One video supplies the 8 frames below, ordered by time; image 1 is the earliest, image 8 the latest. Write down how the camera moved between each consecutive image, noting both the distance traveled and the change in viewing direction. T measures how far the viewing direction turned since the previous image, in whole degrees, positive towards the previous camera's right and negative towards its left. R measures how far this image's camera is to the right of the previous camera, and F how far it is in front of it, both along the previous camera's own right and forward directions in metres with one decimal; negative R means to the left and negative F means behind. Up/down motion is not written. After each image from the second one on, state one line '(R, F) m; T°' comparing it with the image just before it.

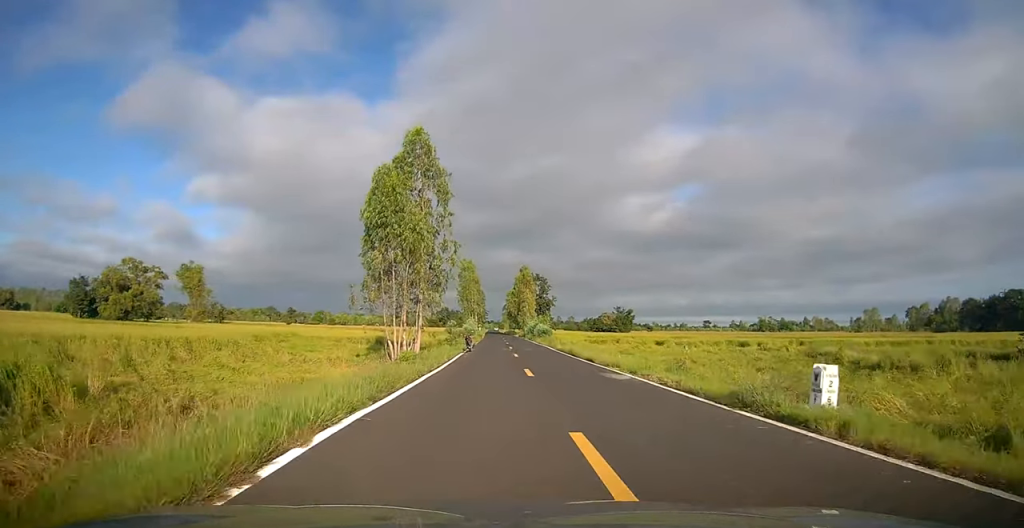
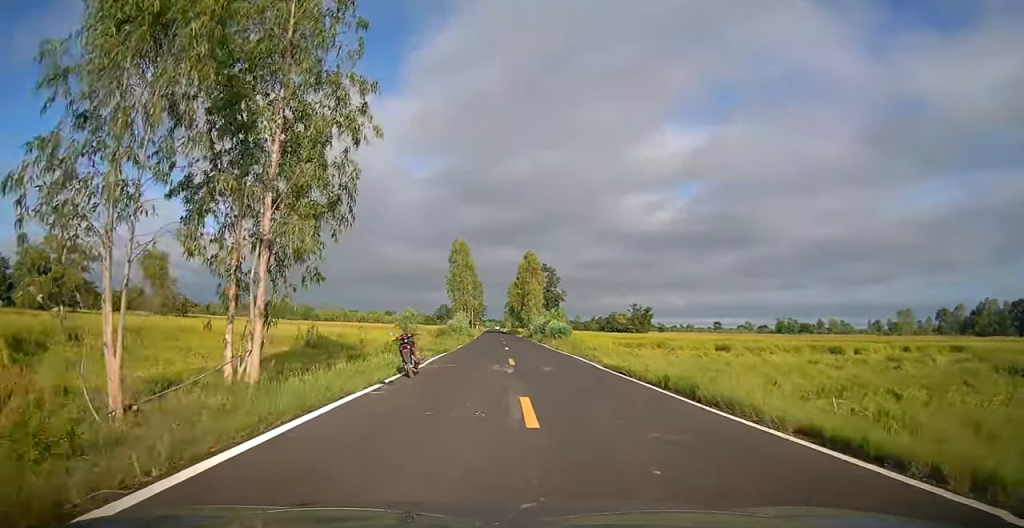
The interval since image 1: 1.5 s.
(+0.3, +20.6) m; 0°
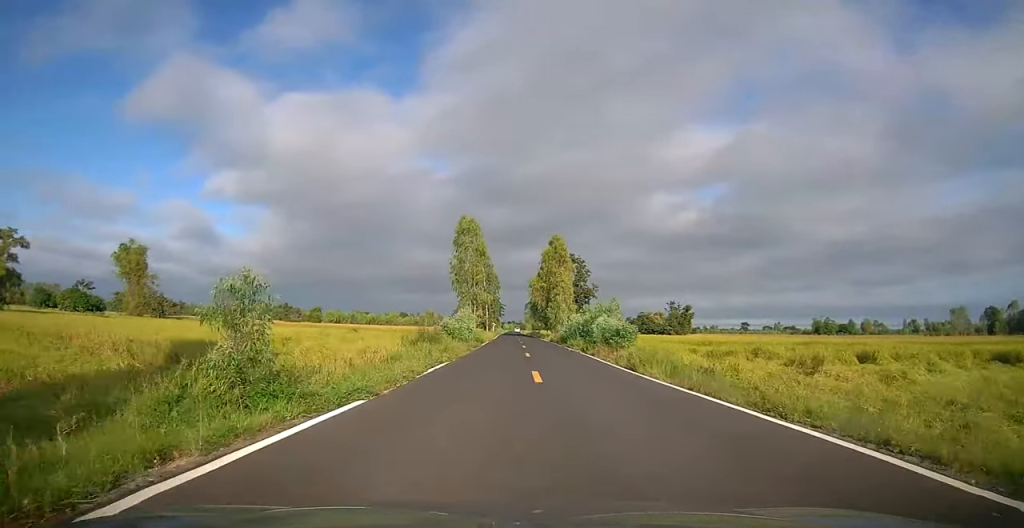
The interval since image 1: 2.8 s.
(-0.5, +18.6) m; -2°
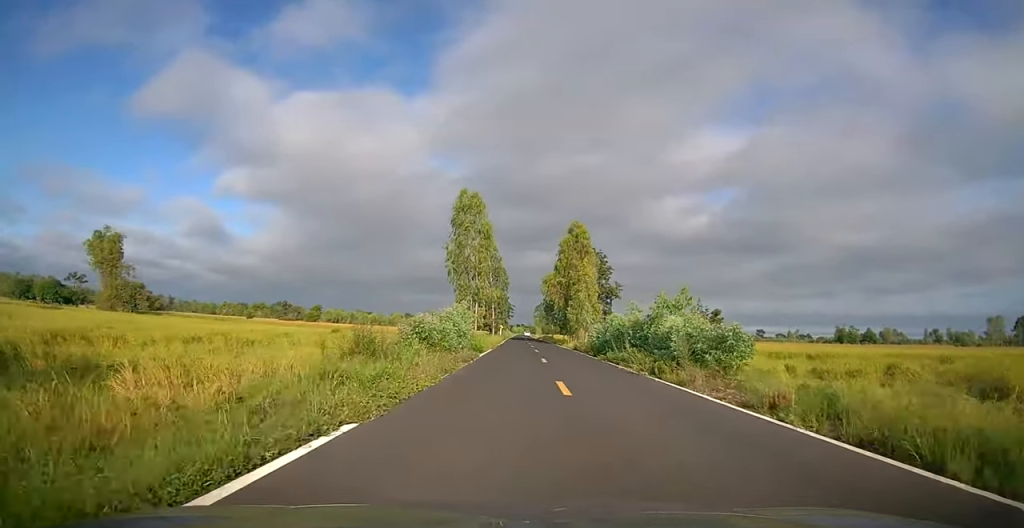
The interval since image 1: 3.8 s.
(-0.1, +13.6) m; 0°
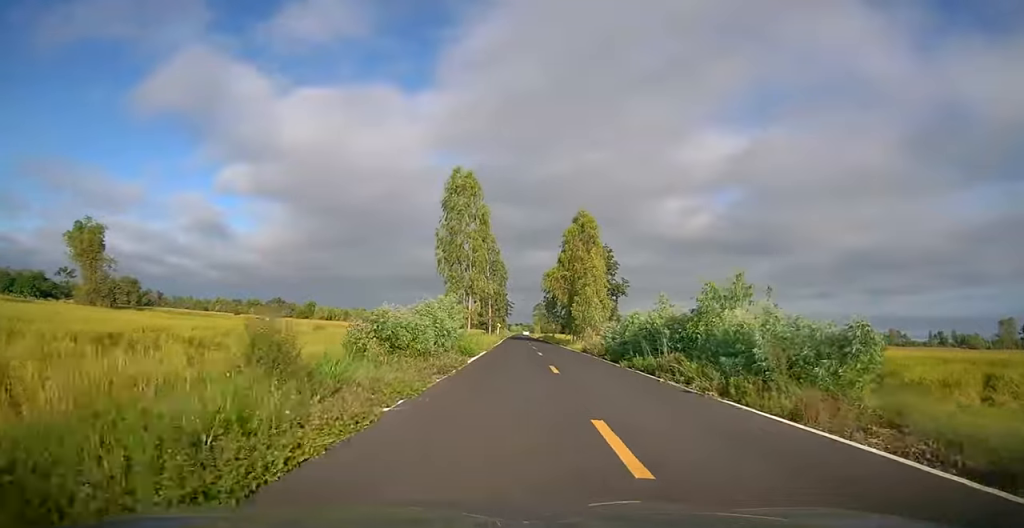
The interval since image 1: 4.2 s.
(-0.2, +6.3) m; 0°
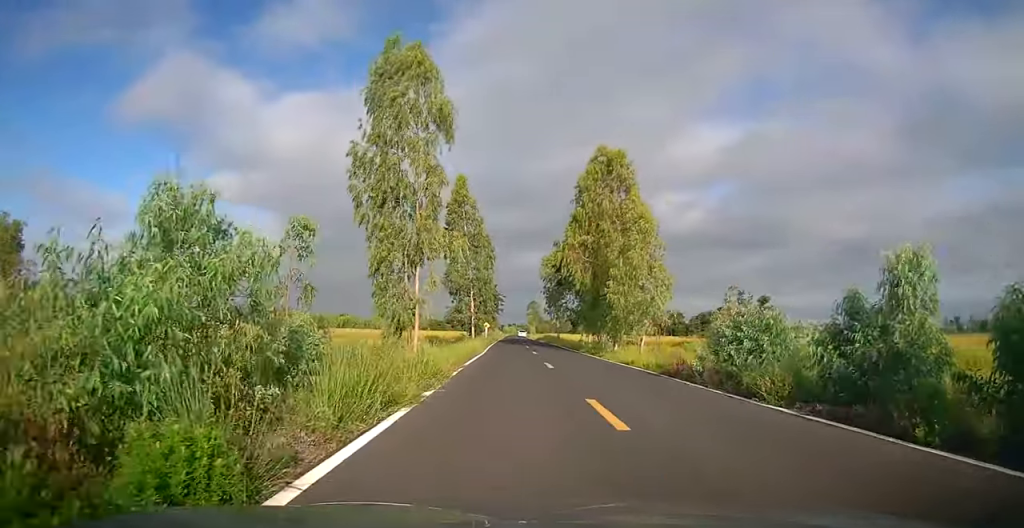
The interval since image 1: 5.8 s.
(+0.3, +21.8) m; 0°
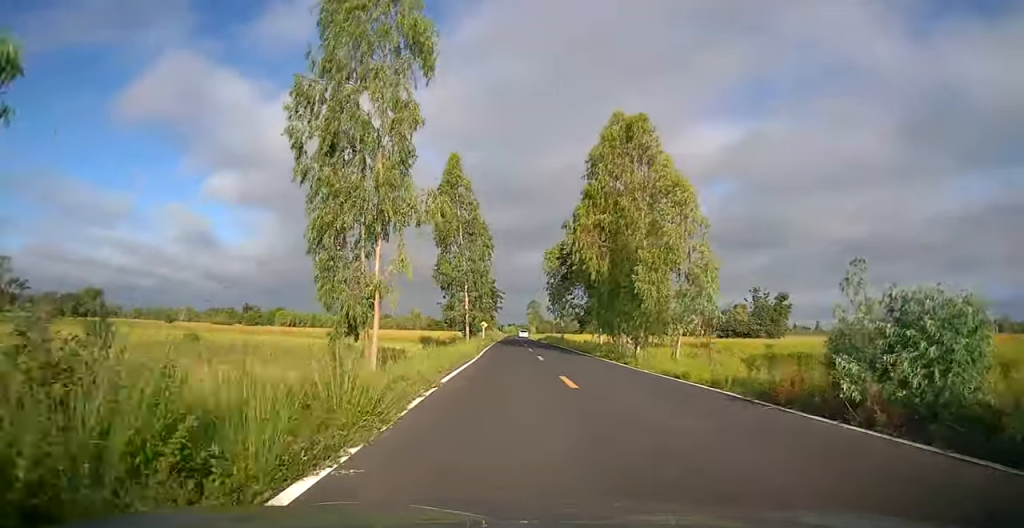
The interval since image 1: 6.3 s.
(-0.1, +6.7) m; -1°
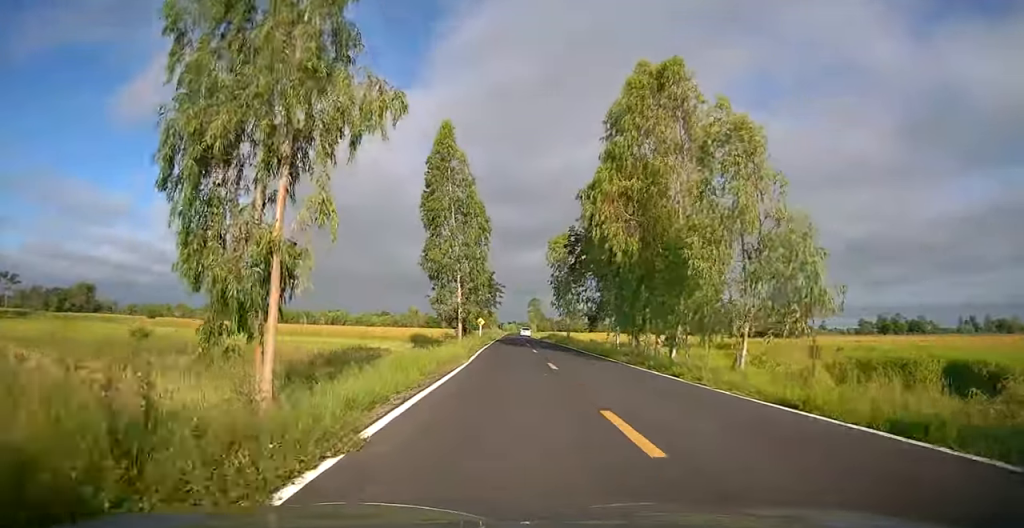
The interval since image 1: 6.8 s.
(0.0, +6.9) m; 0°
